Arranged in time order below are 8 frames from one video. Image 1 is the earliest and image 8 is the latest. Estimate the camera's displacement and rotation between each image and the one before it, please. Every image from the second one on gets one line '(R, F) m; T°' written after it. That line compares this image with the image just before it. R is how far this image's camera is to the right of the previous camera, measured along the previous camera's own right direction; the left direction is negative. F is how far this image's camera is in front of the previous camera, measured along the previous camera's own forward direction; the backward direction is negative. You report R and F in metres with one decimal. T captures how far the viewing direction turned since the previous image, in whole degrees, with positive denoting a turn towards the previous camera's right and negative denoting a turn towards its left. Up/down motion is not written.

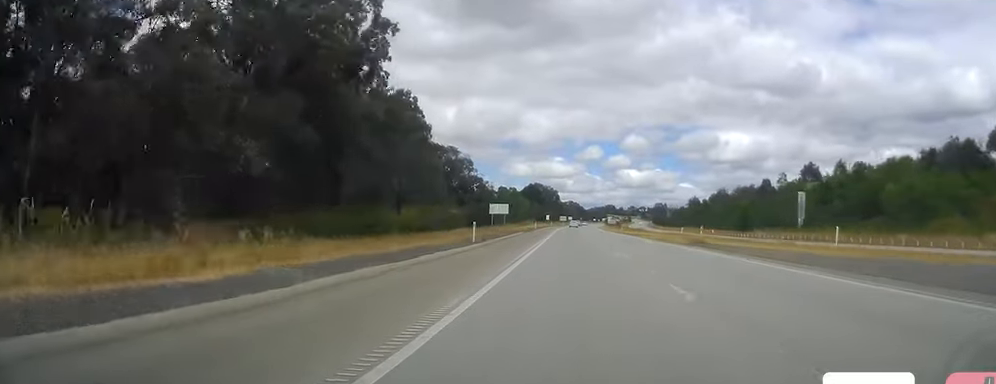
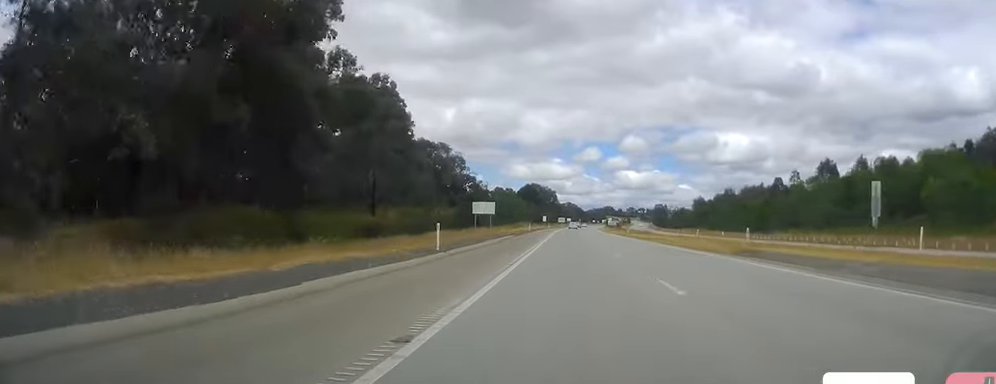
(0.0, +11.5) m; 0°
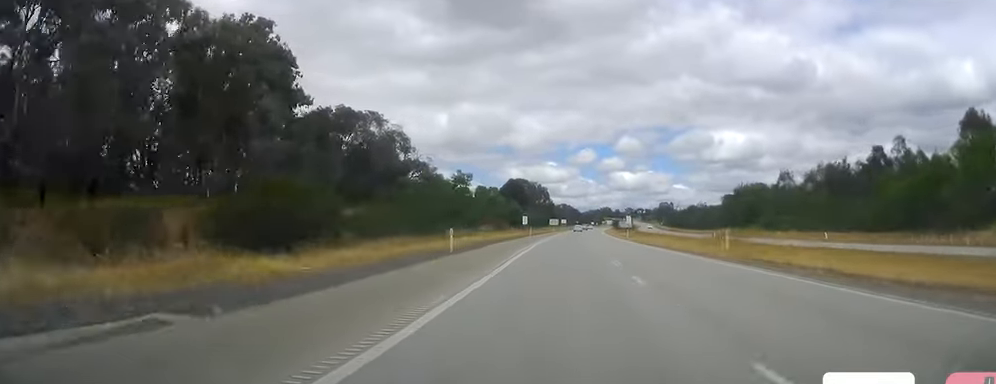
(-0.8, +58.4) m; 0°
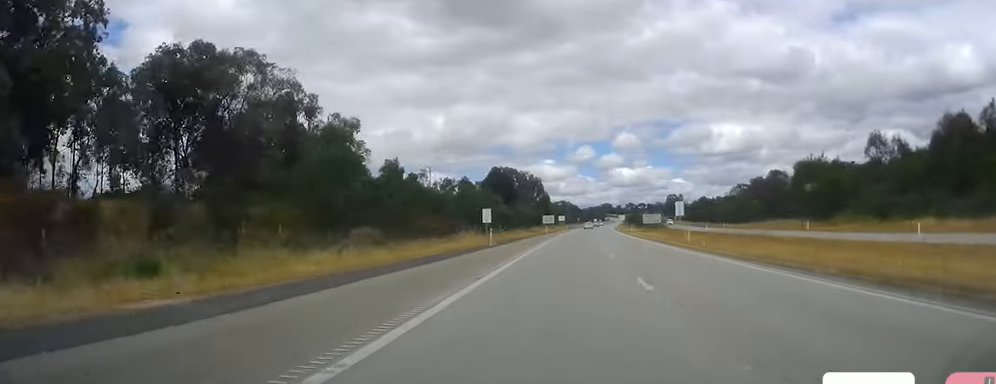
(+0.8, +46.8) m; 0°
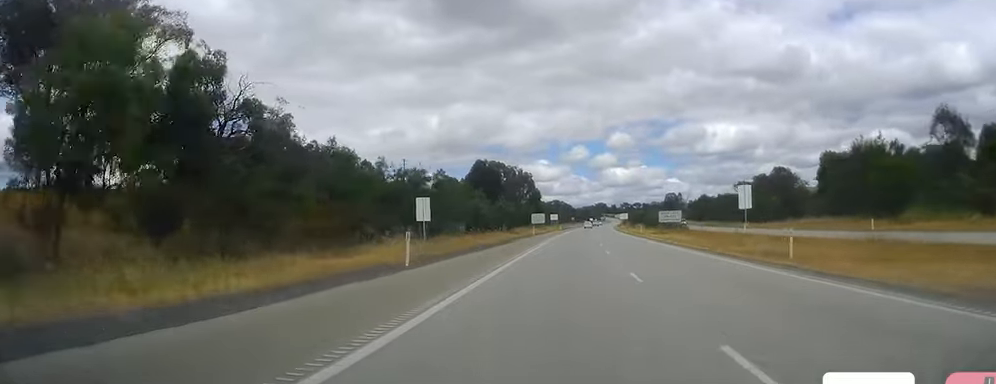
(-0.5, +22.0) m; 0°
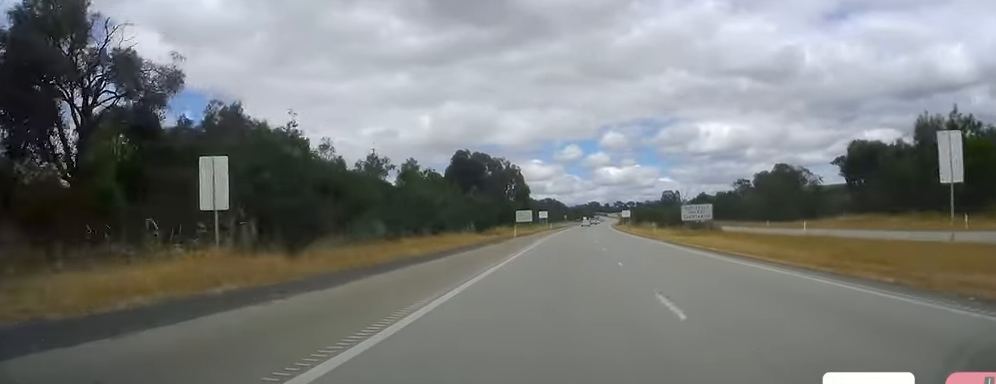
(0.0, +19.2) m; +1°
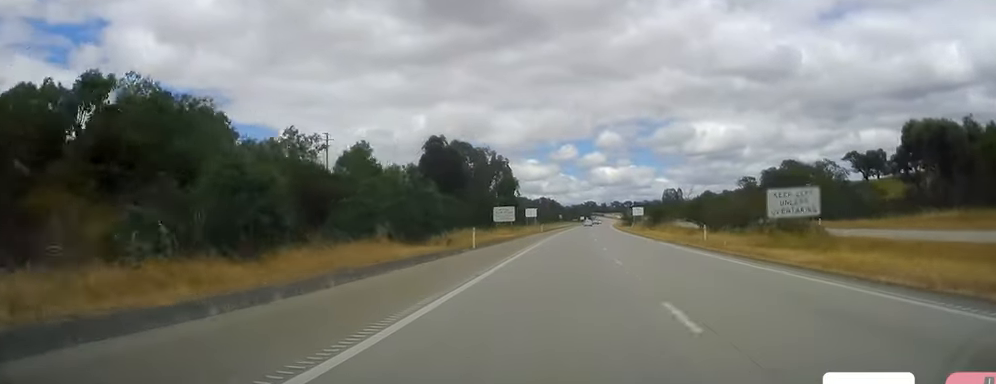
(+0.4, +25.1) m; +1°
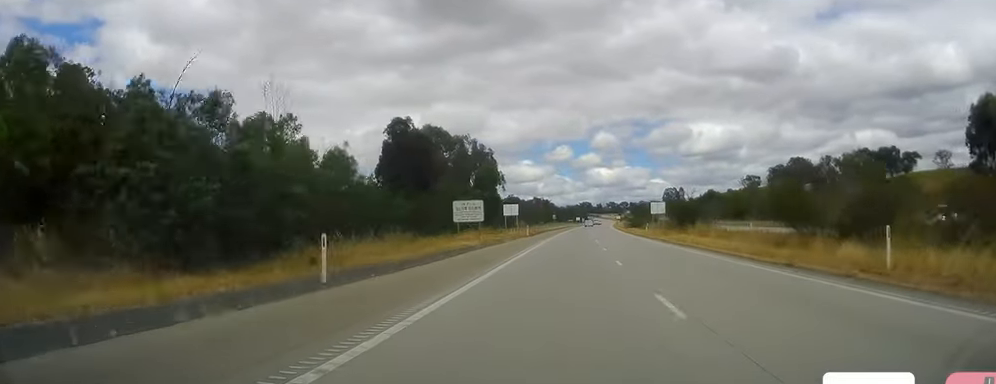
(+0.1, +23.2) m; 0°
